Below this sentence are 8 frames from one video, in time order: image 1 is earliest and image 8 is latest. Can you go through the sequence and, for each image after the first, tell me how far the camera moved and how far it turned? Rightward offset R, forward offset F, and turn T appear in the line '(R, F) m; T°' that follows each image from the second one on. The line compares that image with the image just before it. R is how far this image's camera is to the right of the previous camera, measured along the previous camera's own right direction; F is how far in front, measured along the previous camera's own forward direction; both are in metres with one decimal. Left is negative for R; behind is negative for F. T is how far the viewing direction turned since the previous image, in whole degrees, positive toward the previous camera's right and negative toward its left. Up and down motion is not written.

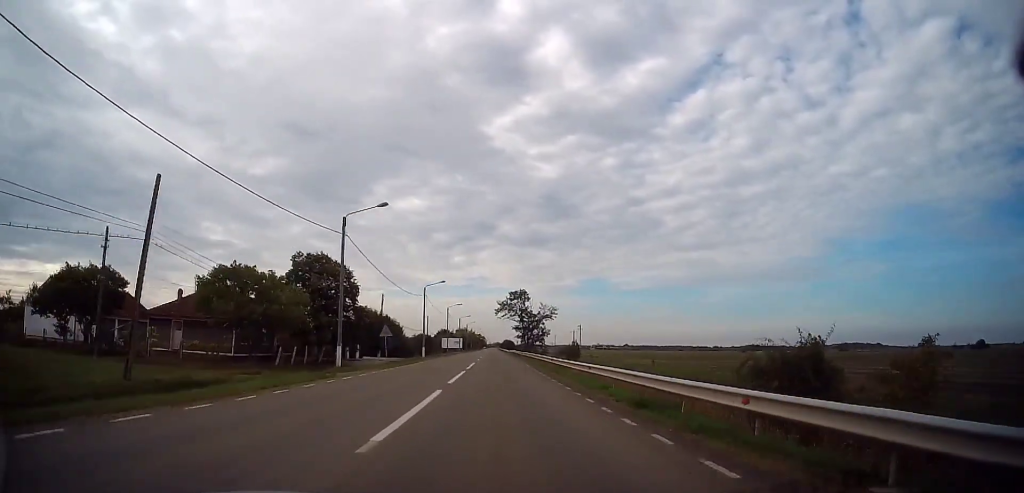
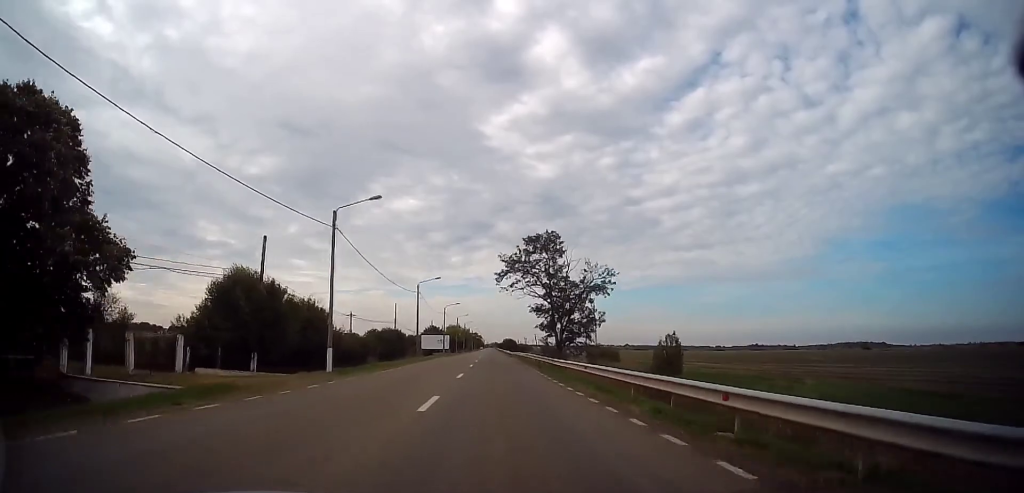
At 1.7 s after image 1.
(+0.1, +35.2) m; 0°
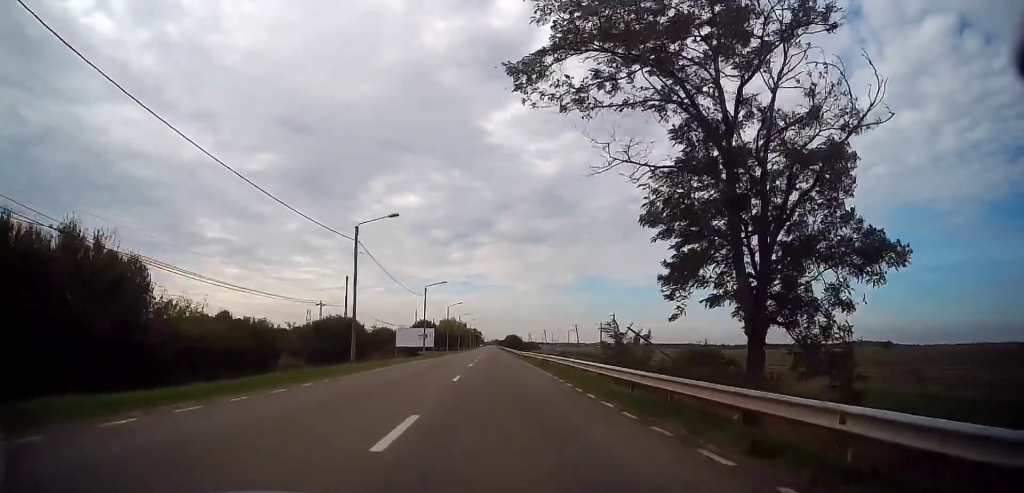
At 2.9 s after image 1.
(+0.4, +25.9) m; 0°
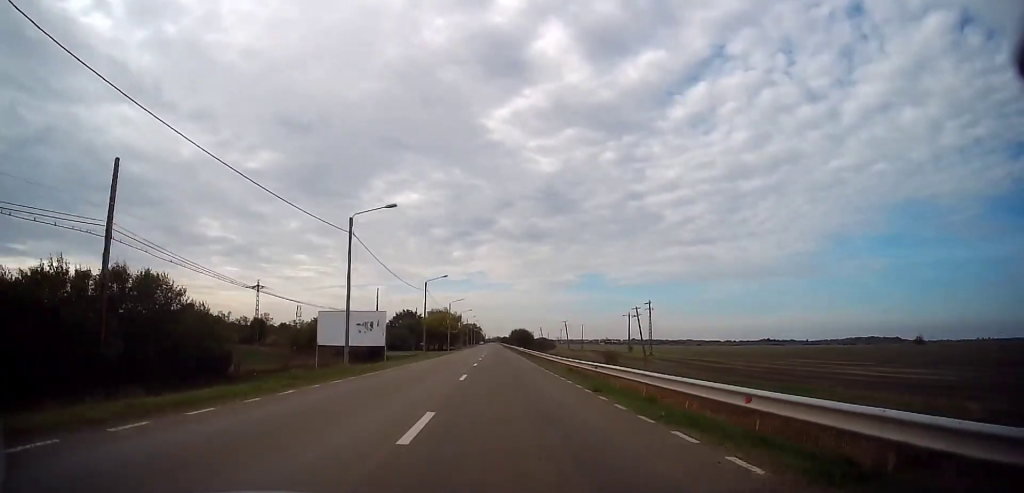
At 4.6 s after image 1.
(-0.1, +33.4) m; 0°
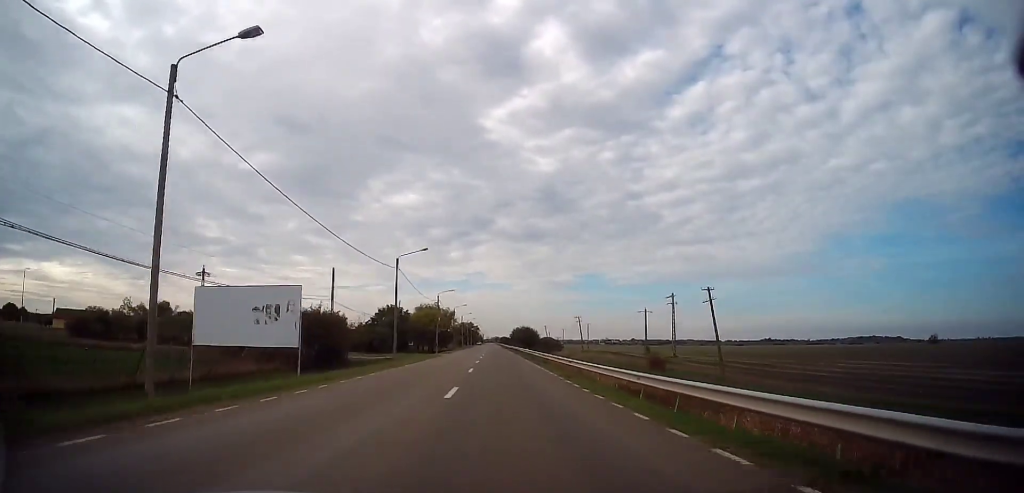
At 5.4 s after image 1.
(-0.1, +16.7) m; 0°
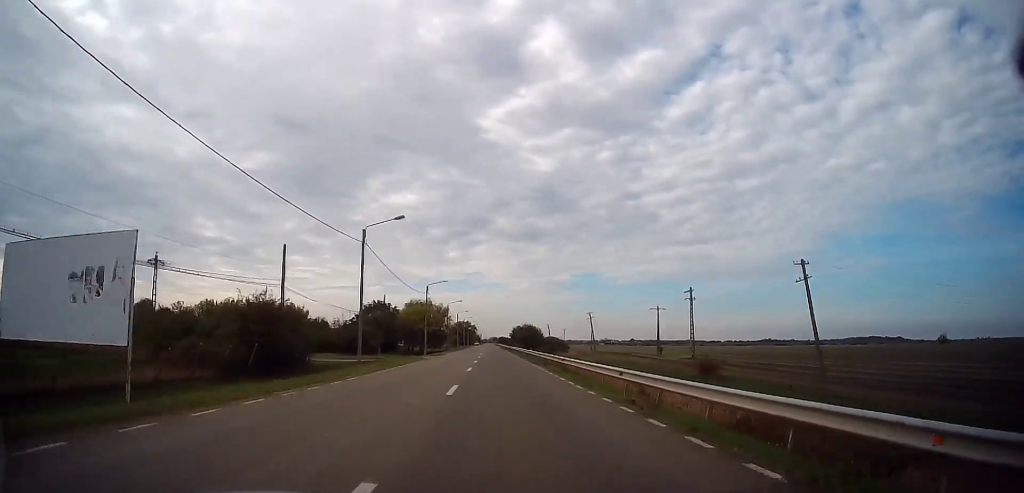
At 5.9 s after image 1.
(-0.3, +10.5) m; 0°
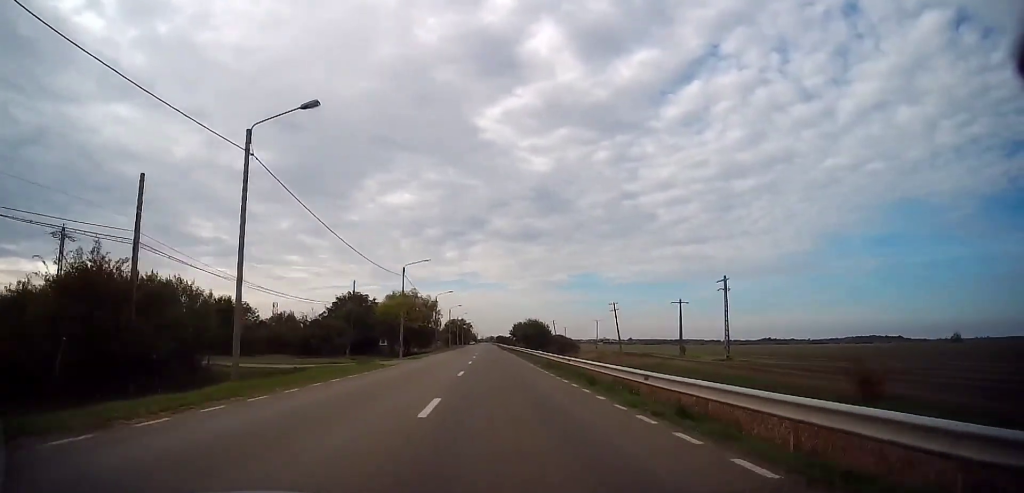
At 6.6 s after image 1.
(+0.4, +15.3) m; +1°
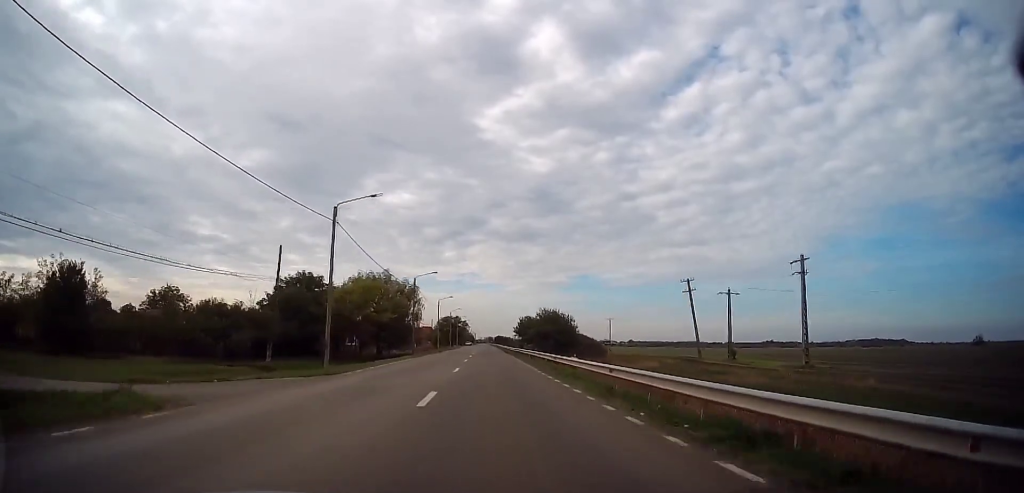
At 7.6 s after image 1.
(+0.1, +21.5) m; 0°
